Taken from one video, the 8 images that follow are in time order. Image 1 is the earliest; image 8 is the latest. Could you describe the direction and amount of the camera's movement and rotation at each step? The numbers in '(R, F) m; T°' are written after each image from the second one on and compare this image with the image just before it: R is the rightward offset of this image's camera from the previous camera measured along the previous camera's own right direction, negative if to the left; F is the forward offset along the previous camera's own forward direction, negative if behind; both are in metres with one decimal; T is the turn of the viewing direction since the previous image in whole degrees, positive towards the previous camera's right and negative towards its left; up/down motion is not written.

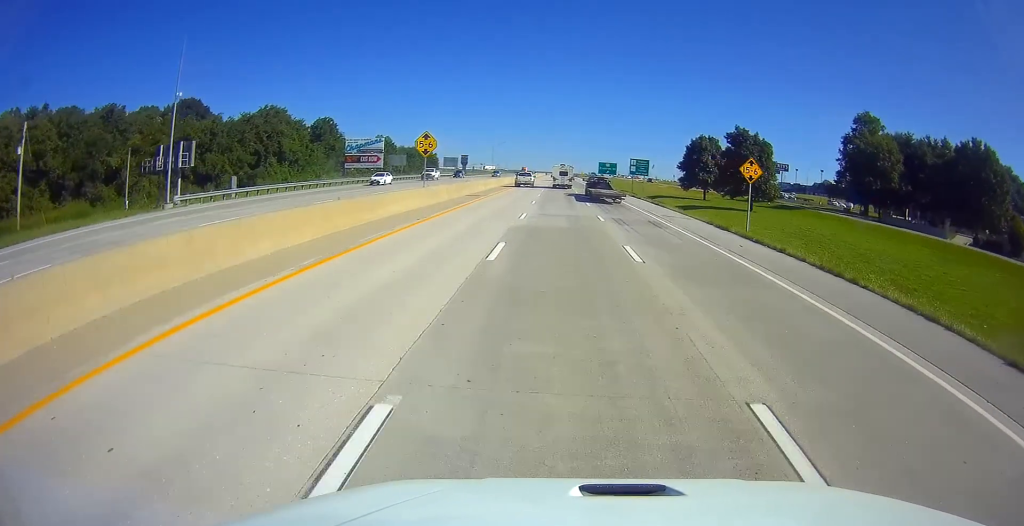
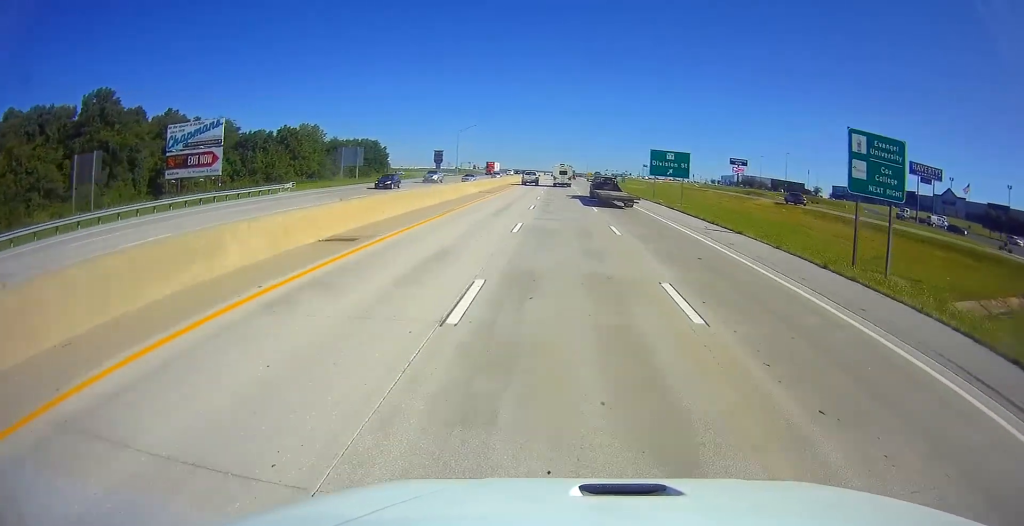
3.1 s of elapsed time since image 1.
(-0.6, +91.6) m; 0°
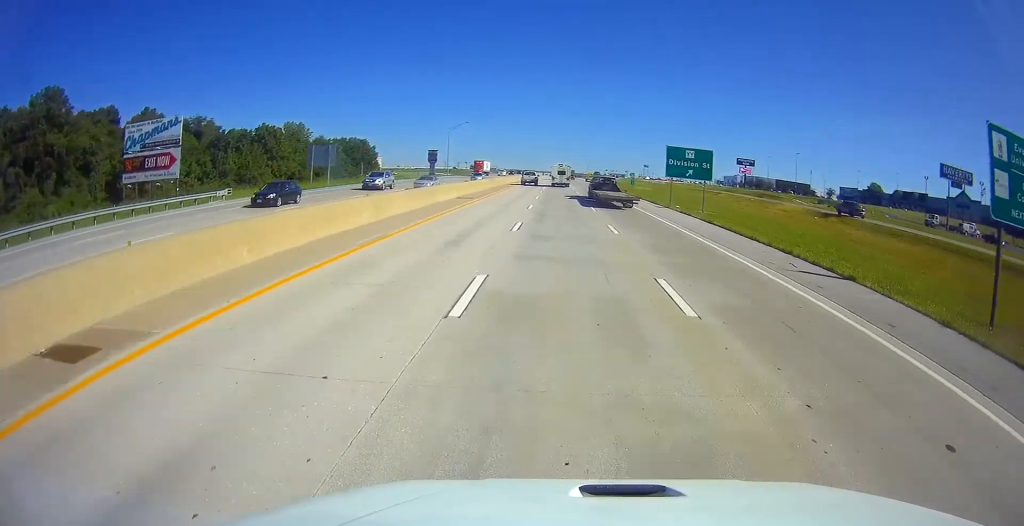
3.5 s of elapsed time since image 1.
(0.0, +11.9) m; 0°
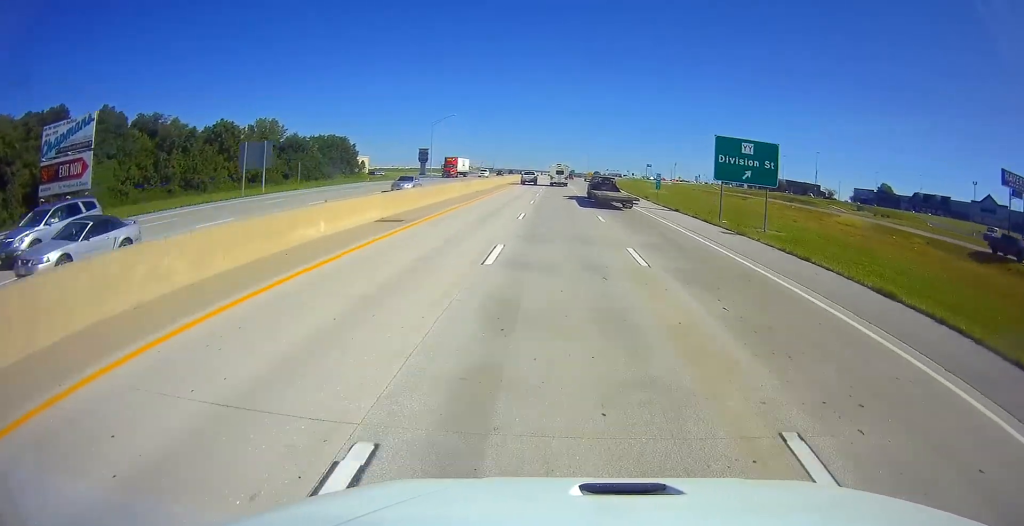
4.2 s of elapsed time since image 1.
(0.0, +19.8) m; 0°
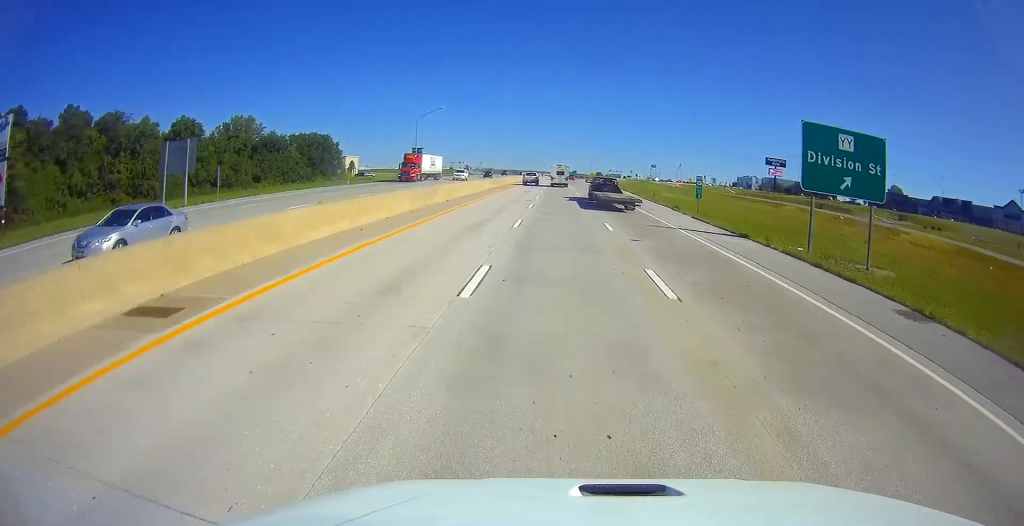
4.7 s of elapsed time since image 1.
(0.0, +15.9) m; 0°
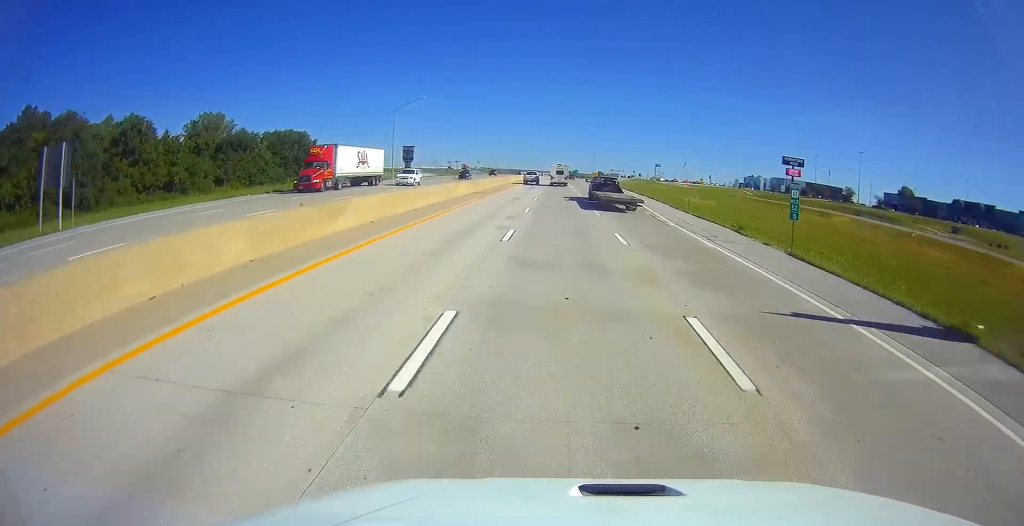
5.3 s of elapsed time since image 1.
(0.0, +16.8) m; 0°
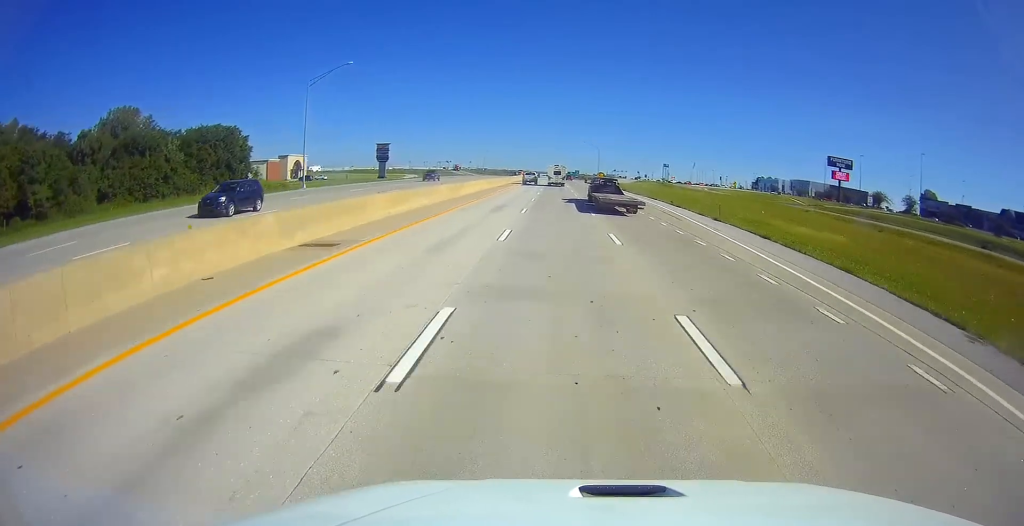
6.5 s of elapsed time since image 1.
(0.0, +36.6) m; 0°
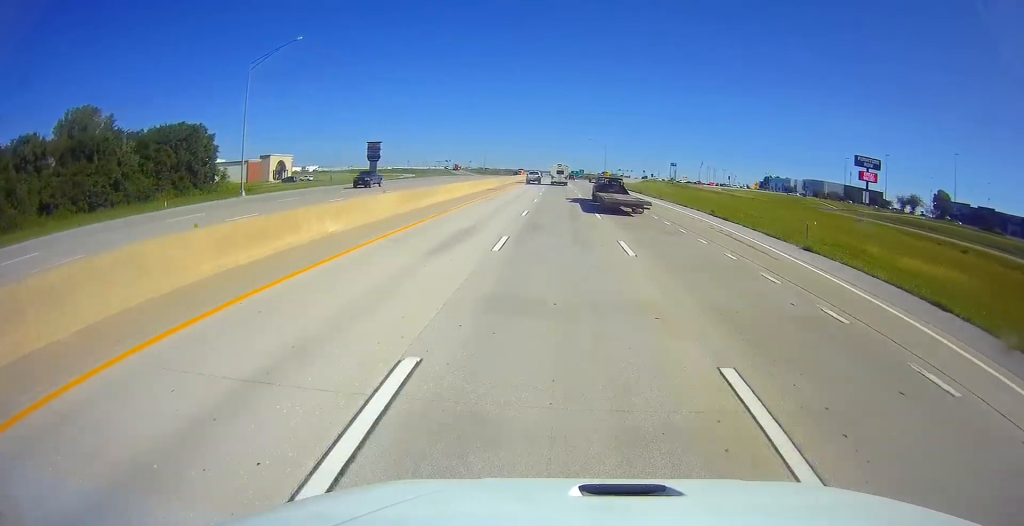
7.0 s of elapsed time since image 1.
(0.0, +14.9) m; 0°
